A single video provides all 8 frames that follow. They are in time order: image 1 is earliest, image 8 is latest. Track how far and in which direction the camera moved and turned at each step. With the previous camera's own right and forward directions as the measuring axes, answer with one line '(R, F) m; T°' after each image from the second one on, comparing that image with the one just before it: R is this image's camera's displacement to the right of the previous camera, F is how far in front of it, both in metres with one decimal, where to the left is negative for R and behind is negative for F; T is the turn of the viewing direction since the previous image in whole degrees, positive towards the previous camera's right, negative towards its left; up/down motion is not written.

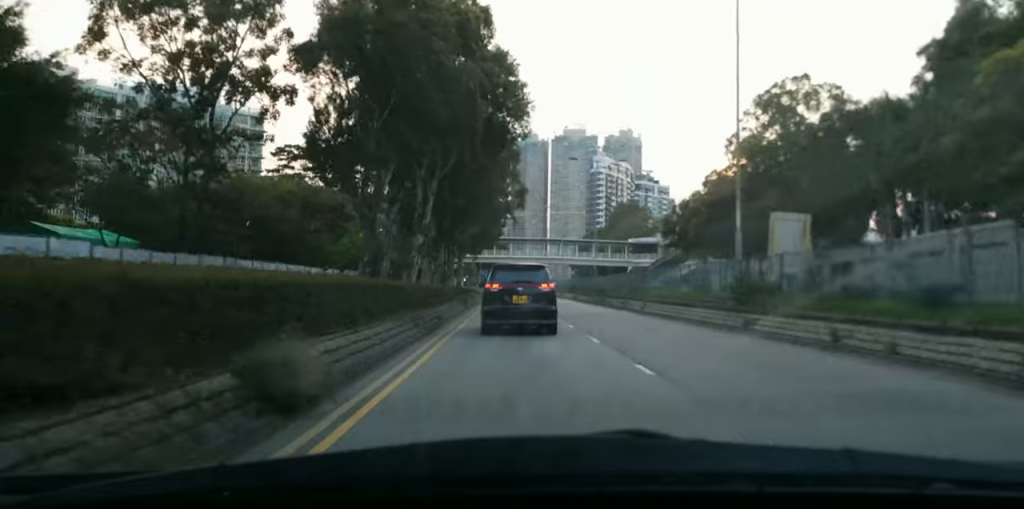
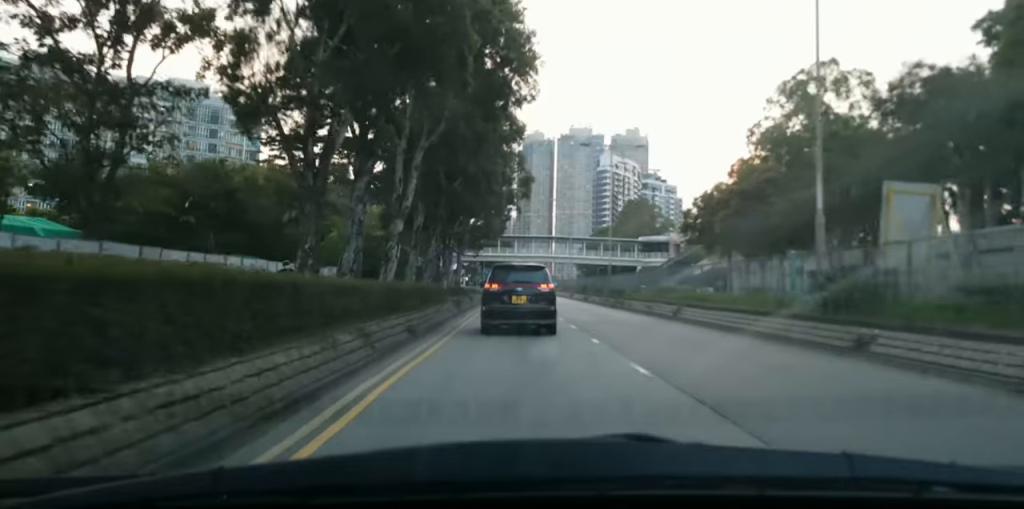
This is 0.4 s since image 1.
(0.0, +5.9) m; 0°
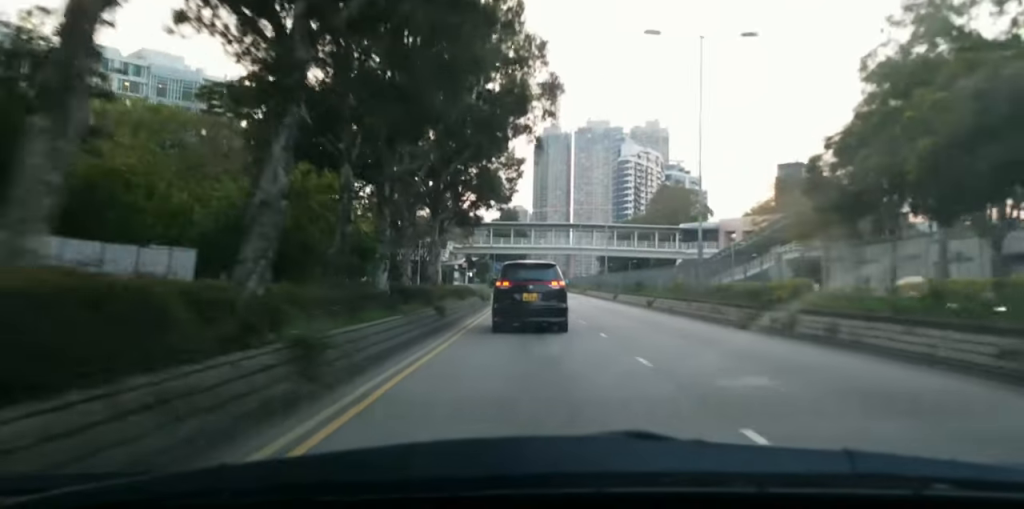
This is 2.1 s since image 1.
(0.0, +22.9) m; 0°
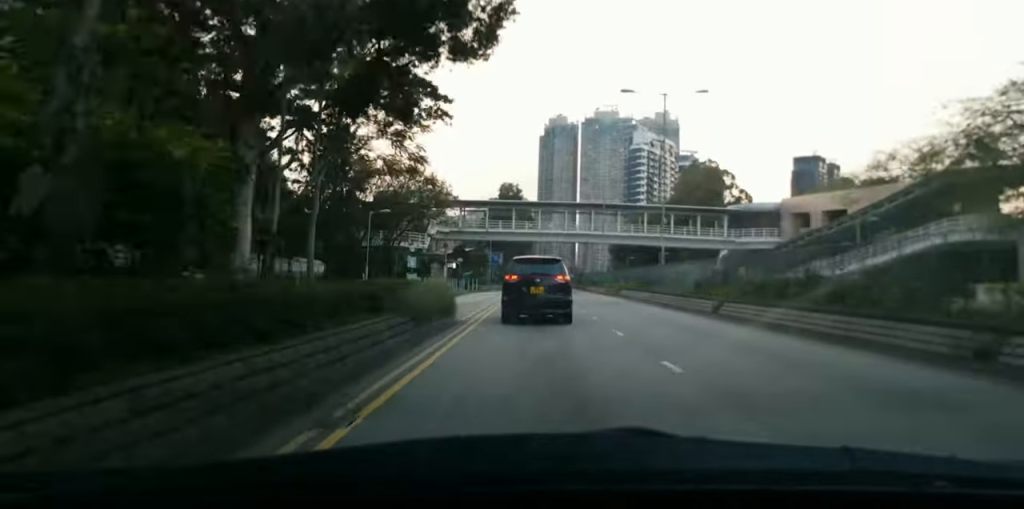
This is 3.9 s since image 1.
(0.0, +25.5) m; -1°
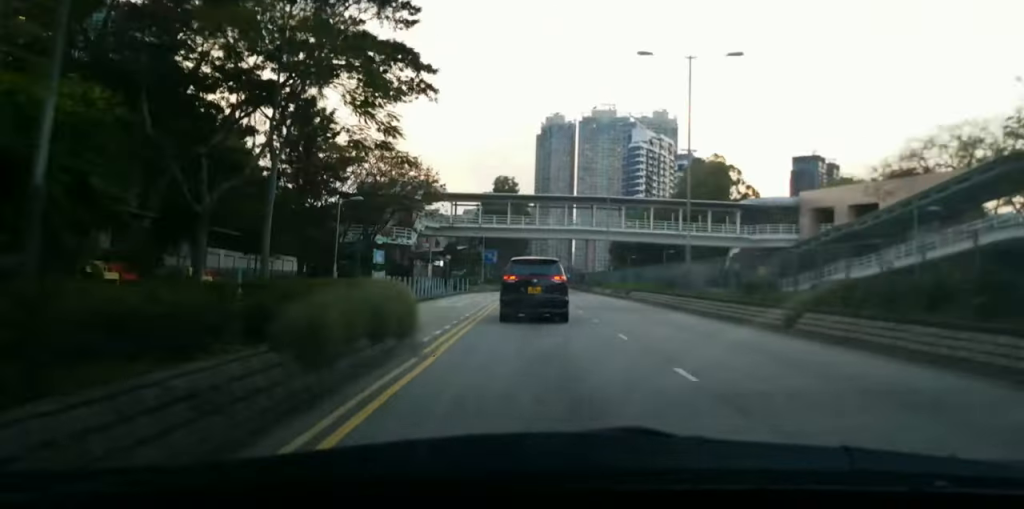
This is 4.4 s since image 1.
(-0.1, +6.9) m; 0°
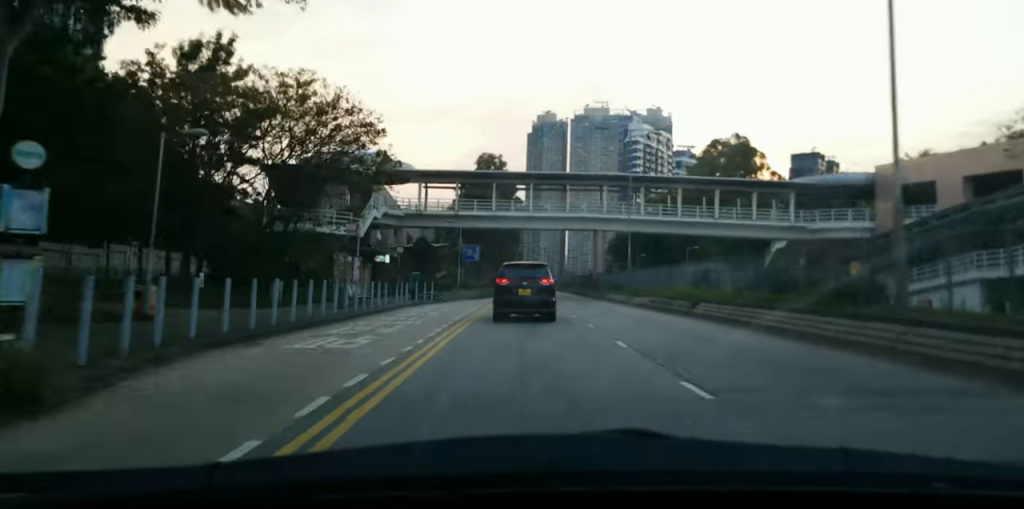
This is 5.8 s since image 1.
(-0.2, +19.8) m; 0°
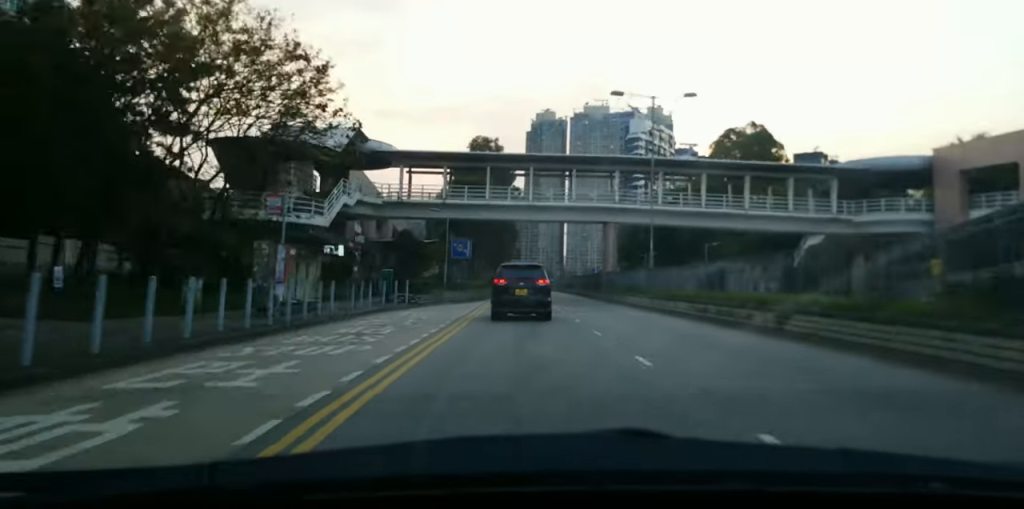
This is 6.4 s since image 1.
(+0.1, +9.4) m; +1°
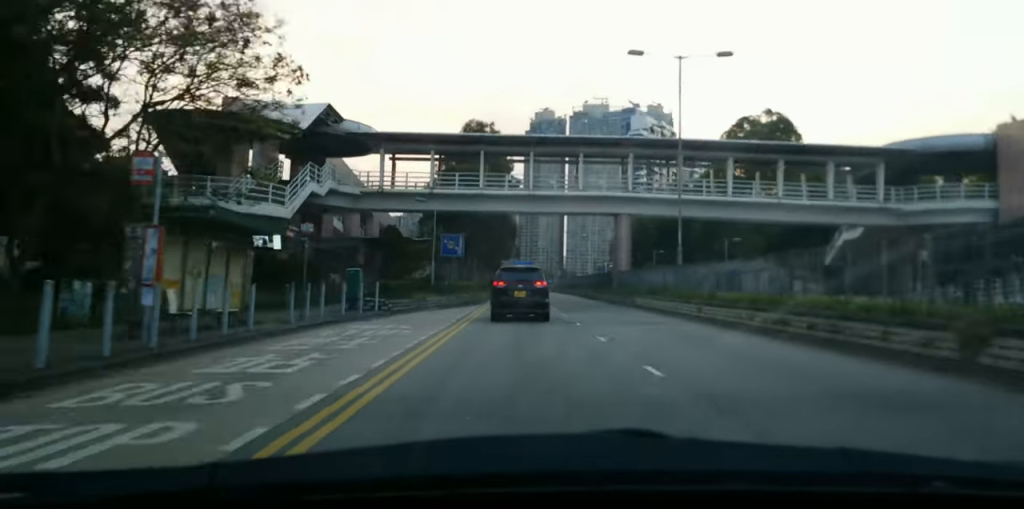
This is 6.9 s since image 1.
(0.0, +7.1) m; +1°
